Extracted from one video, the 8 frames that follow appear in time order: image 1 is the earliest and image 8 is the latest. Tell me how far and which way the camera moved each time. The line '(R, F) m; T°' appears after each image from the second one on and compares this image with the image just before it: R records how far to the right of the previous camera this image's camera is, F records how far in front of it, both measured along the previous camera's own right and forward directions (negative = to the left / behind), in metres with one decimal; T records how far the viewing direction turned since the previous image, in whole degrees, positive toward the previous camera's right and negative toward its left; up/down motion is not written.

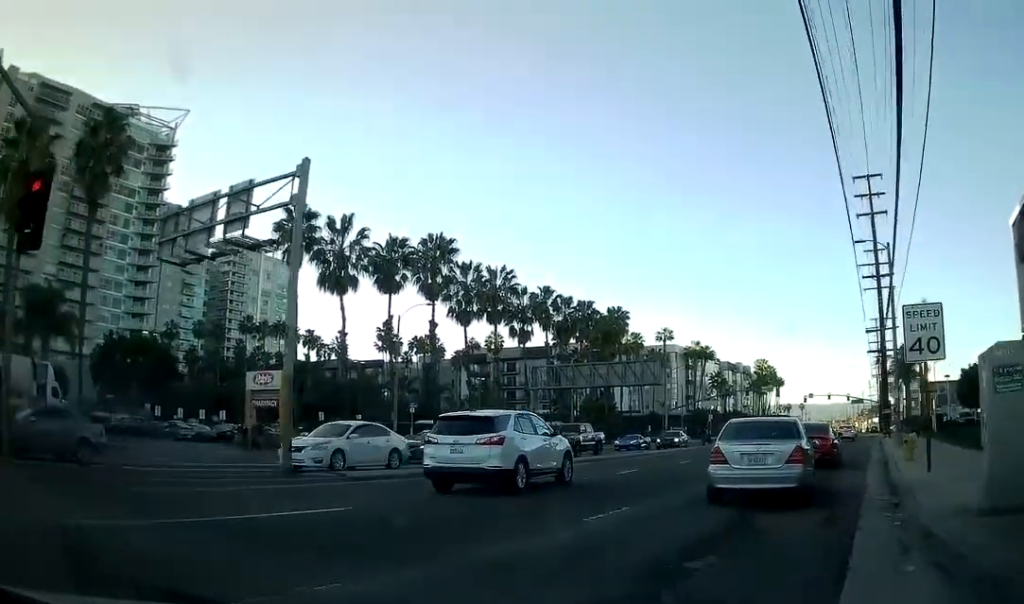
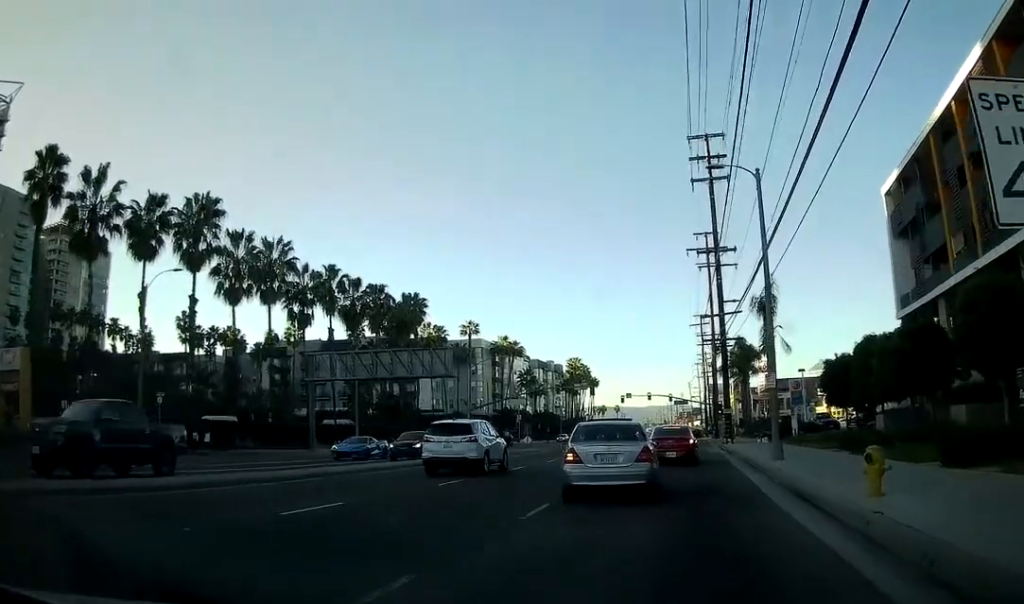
(+1.4, +10.8) m; +16°
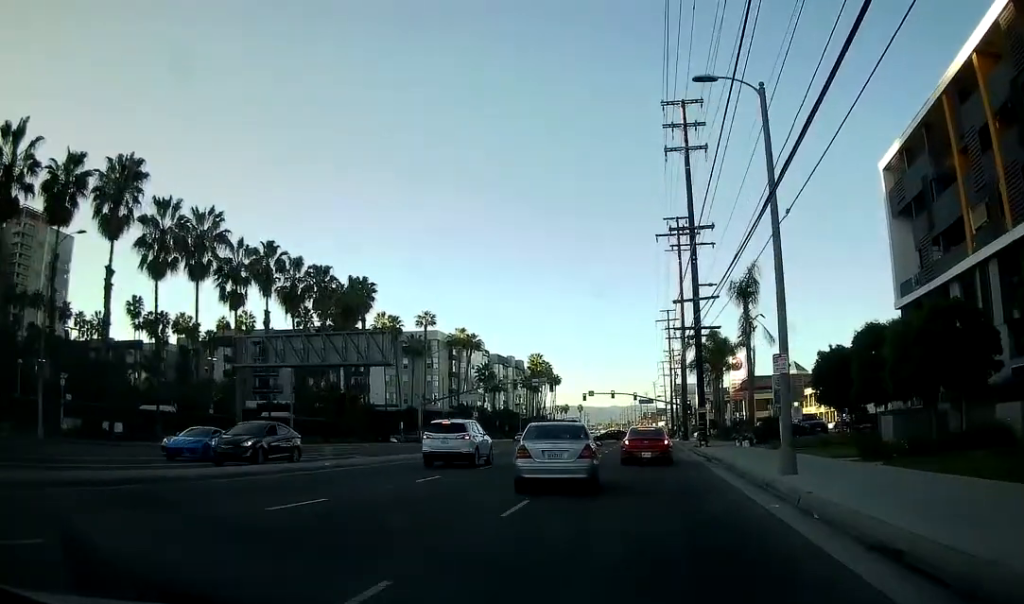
(+0.4, +6.4) m; +10°
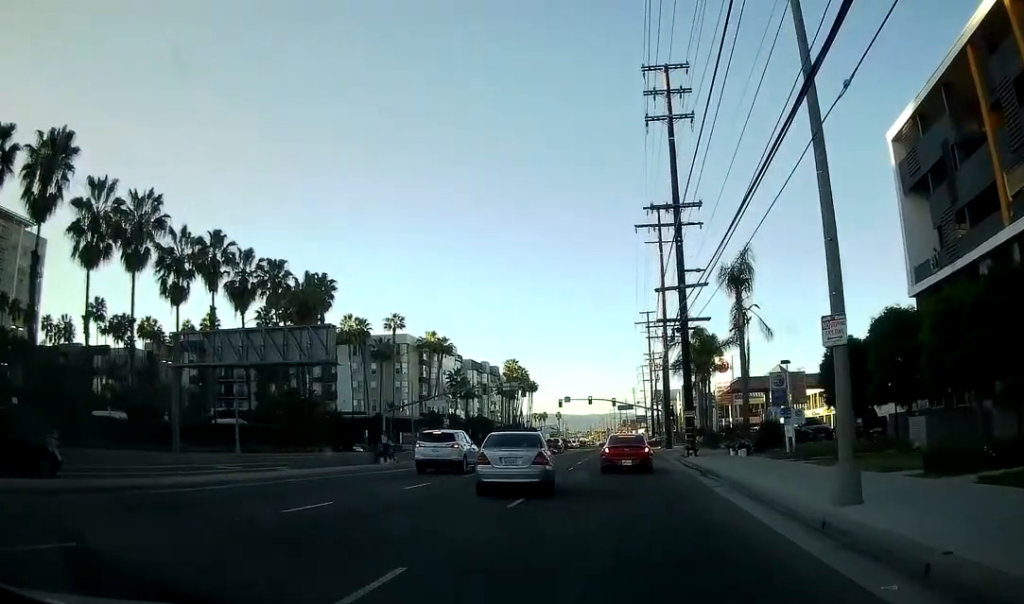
(+0.8, +6.1) m; +4°
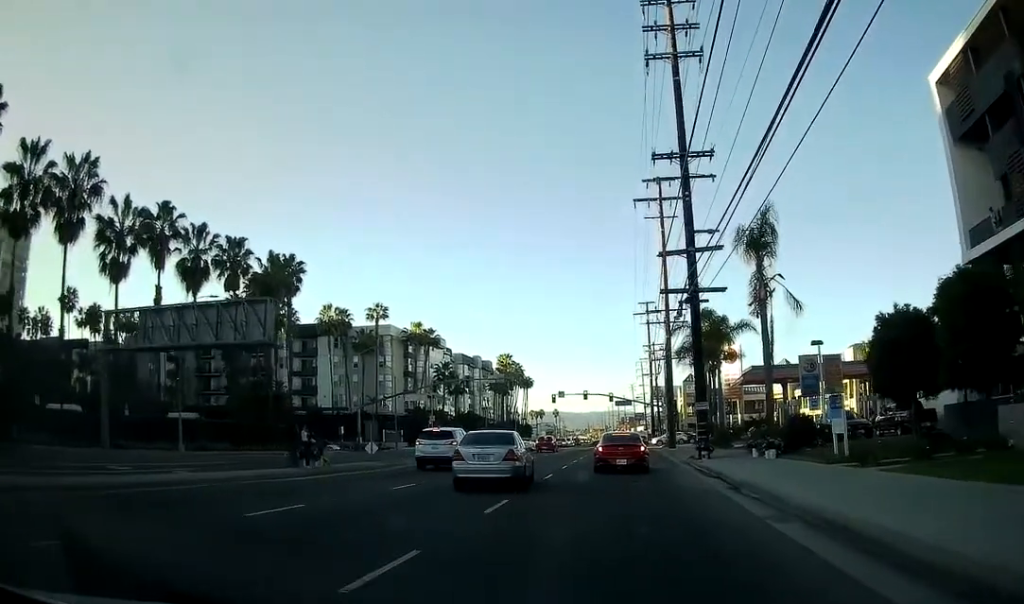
(-0.3, +7.7) m; -5°
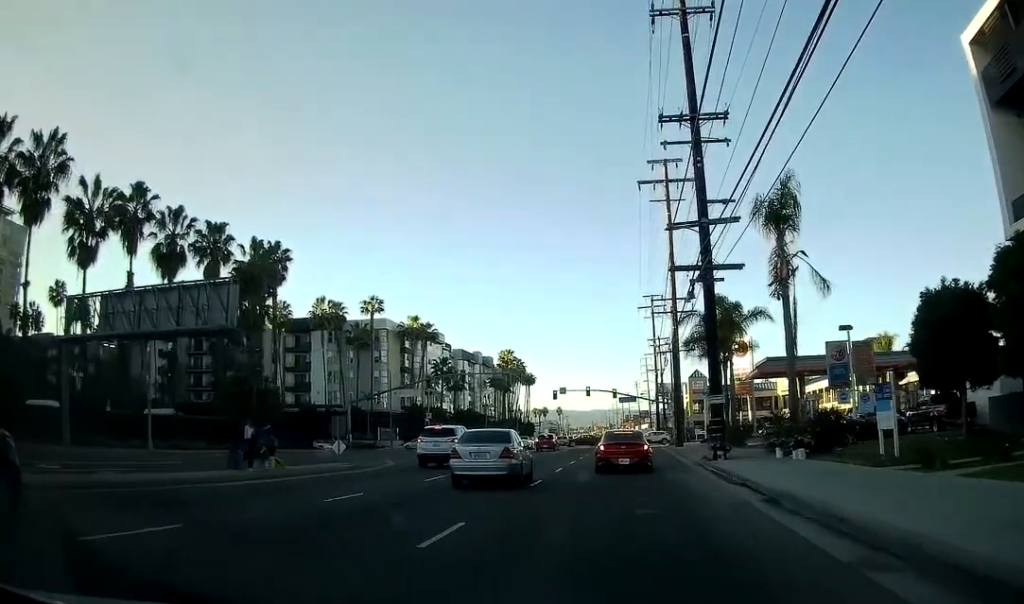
(-0.1, +4.0) m; -1°
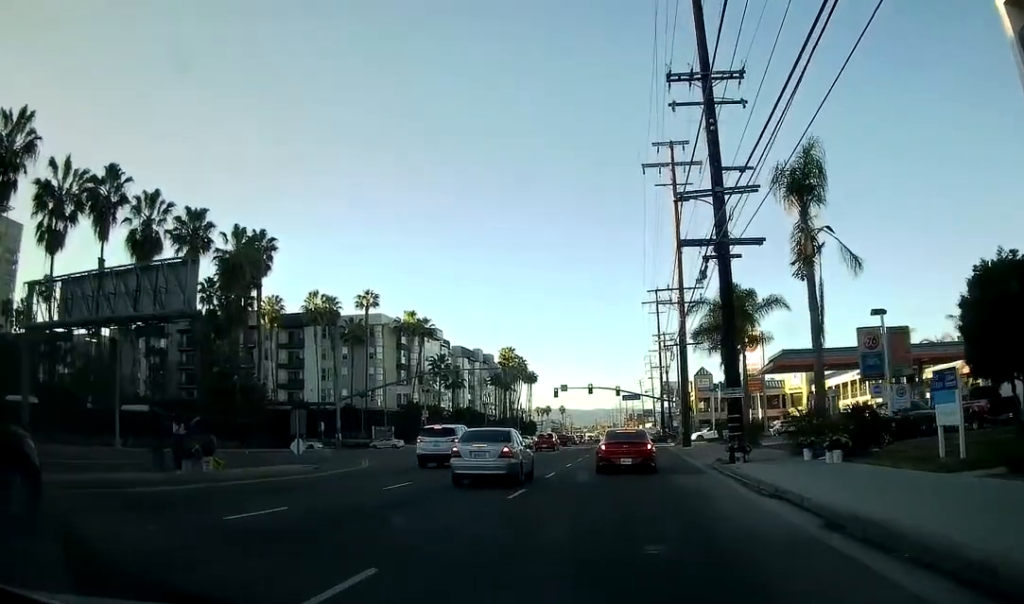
(-0.2, +4.0) m; 0°
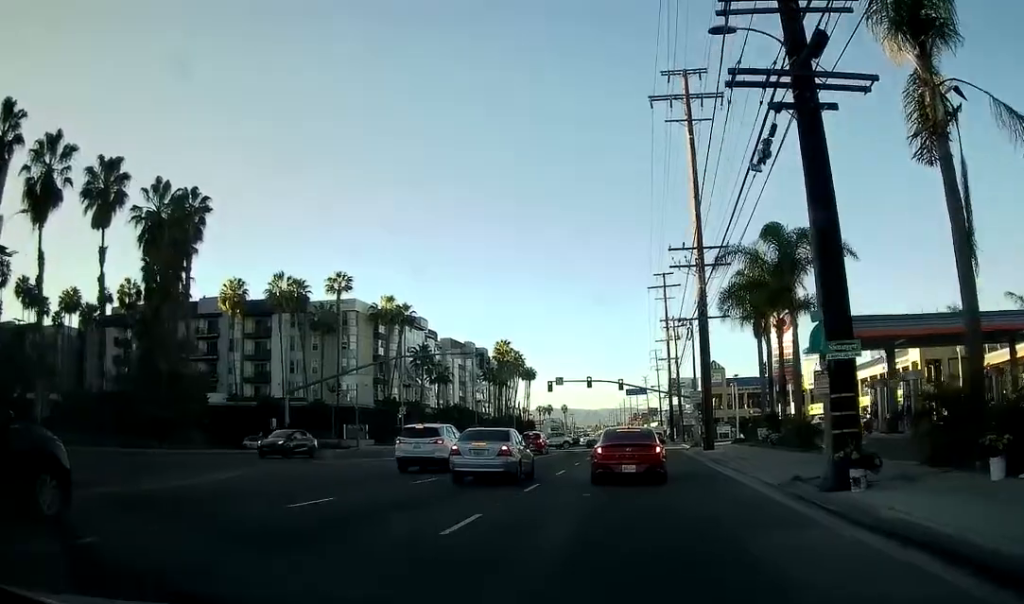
(+0.2, +12.6) m; 0°
